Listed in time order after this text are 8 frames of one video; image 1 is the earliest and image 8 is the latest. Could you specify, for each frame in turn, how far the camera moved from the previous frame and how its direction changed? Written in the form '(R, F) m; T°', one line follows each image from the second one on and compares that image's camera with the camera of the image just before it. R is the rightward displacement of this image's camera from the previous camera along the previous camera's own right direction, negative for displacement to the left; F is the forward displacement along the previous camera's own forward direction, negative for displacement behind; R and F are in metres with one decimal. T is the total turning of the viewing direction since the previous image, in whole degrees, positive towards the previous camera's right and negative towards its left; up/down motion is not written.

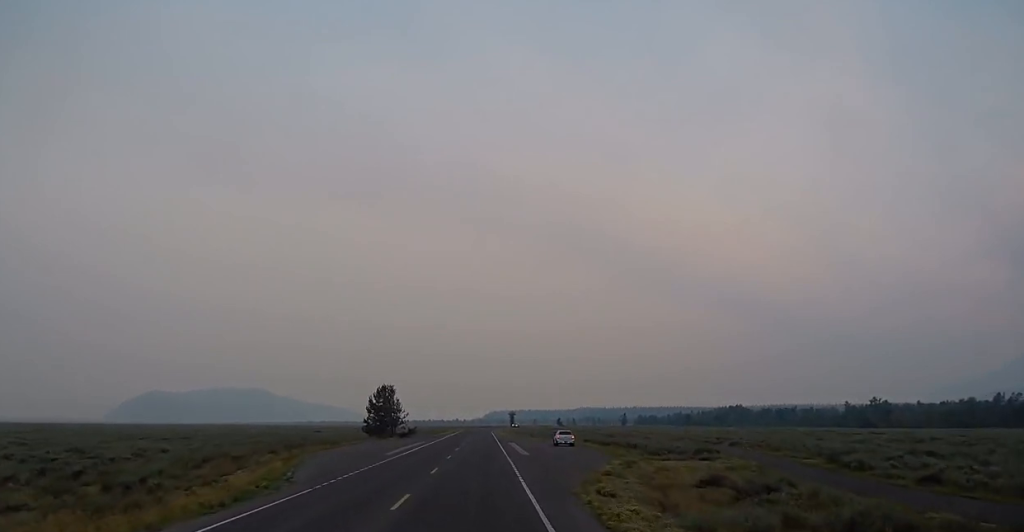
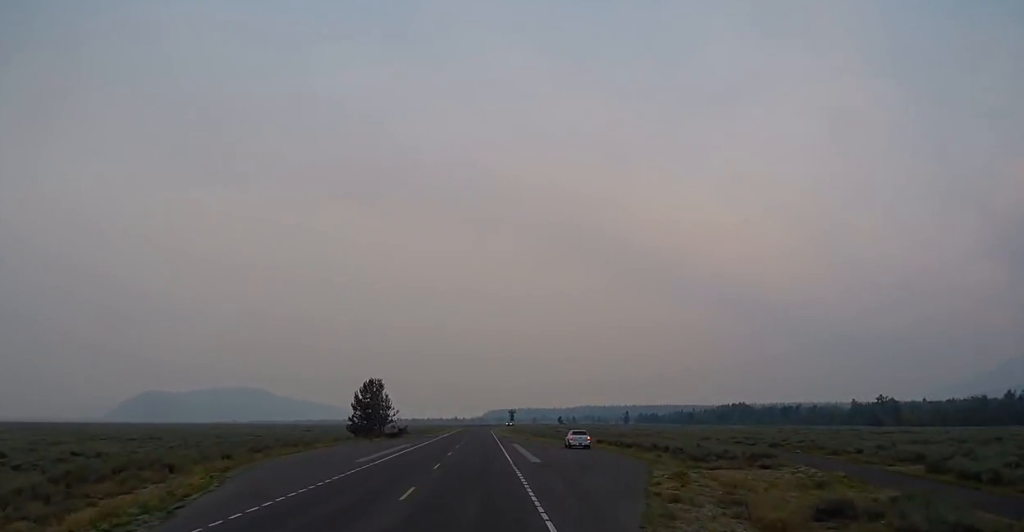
(0.0, +10.6) m; 0°
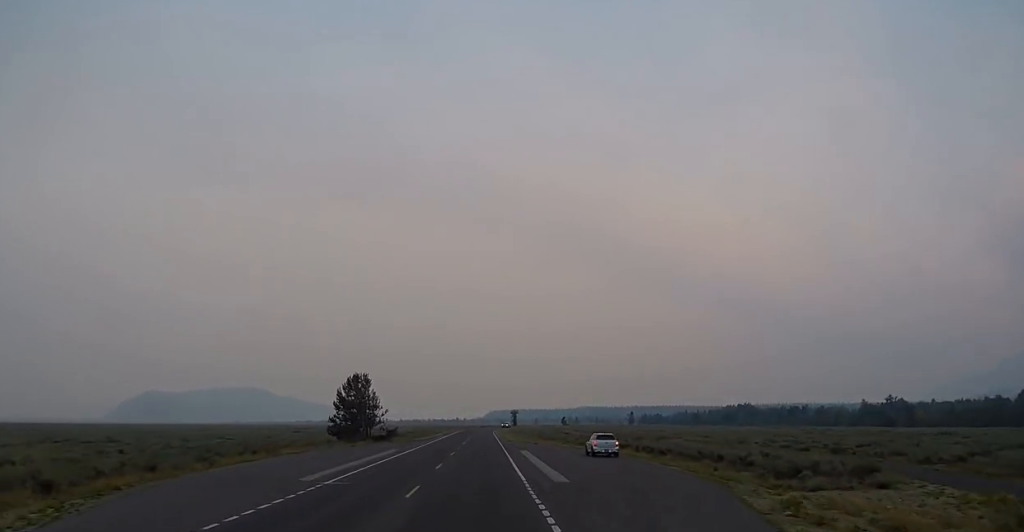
(0.0, +11.7) m; 0°
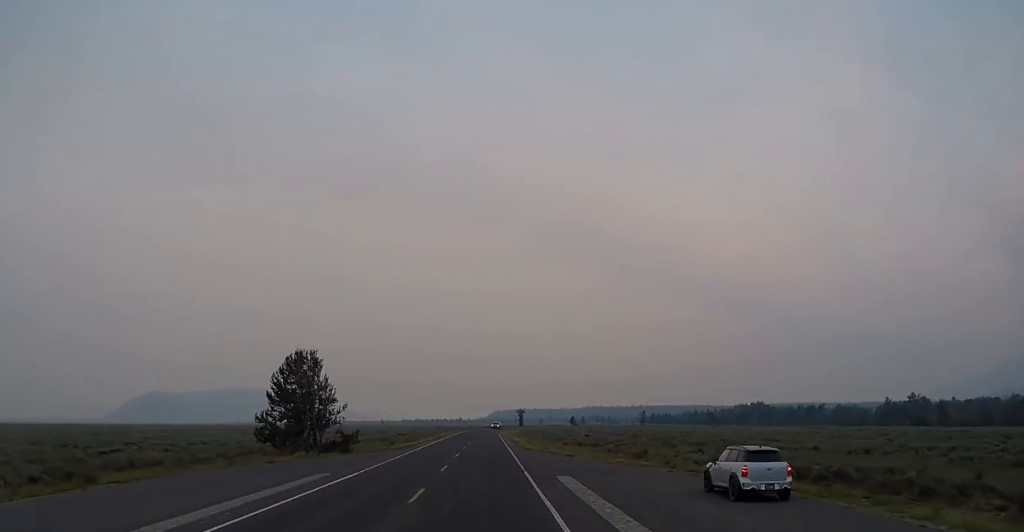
(0.0, +26.2) m; 0°
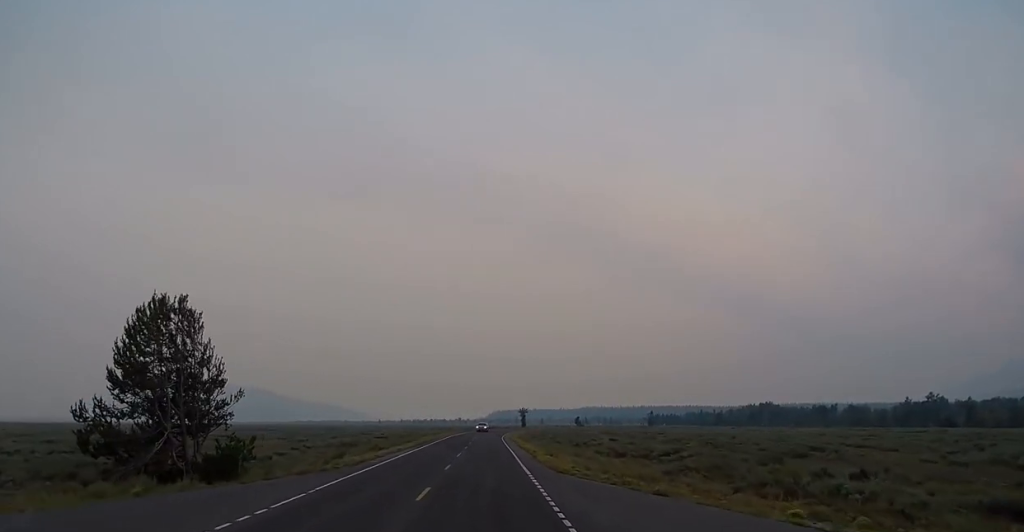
(0.0, +23.3) m; 0°
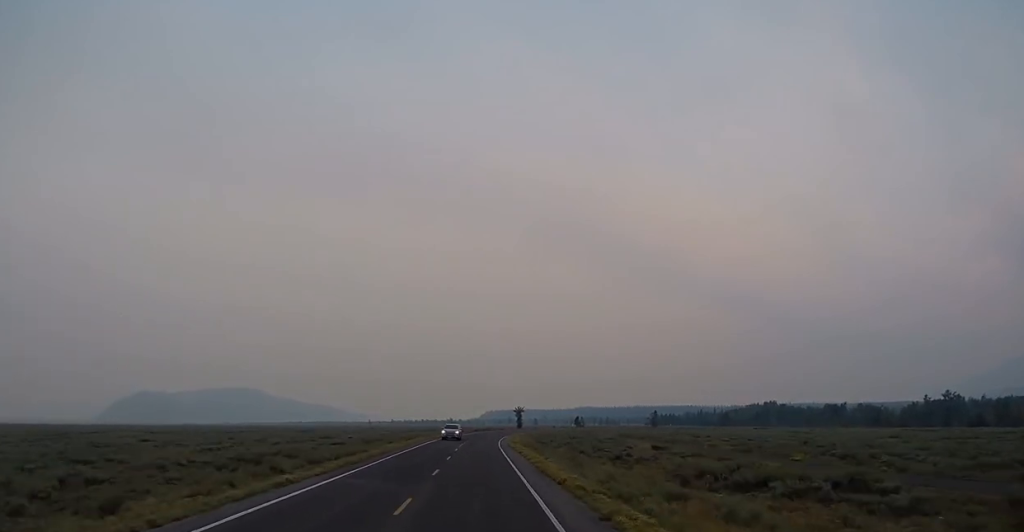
(0.0, +26.7) m; 0°
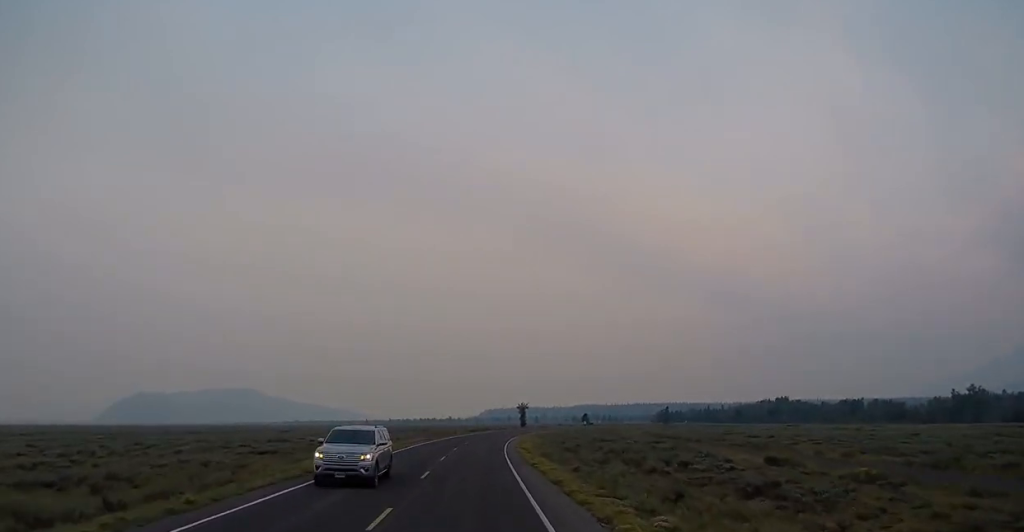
(0.0, +27.3) m; +1°
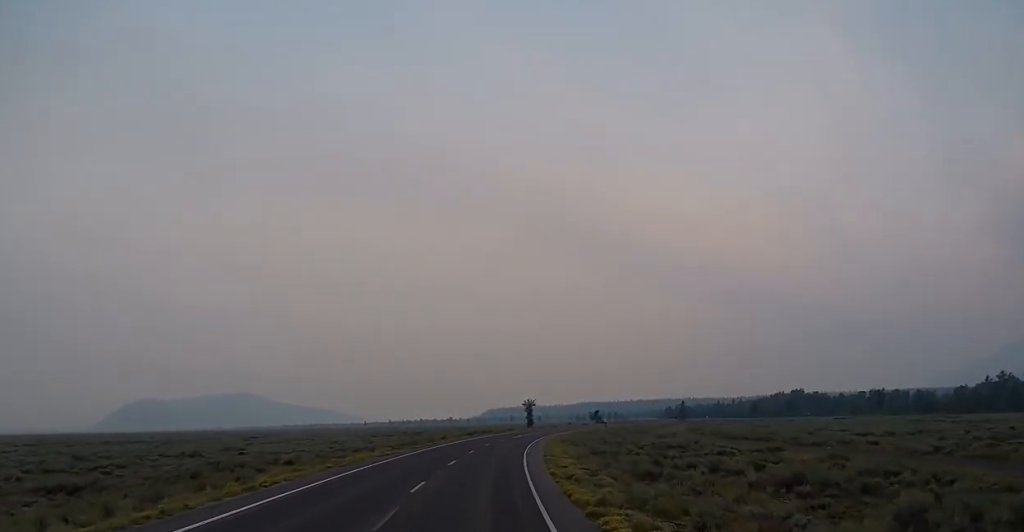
(+0.5, +29.5) m; +1°
